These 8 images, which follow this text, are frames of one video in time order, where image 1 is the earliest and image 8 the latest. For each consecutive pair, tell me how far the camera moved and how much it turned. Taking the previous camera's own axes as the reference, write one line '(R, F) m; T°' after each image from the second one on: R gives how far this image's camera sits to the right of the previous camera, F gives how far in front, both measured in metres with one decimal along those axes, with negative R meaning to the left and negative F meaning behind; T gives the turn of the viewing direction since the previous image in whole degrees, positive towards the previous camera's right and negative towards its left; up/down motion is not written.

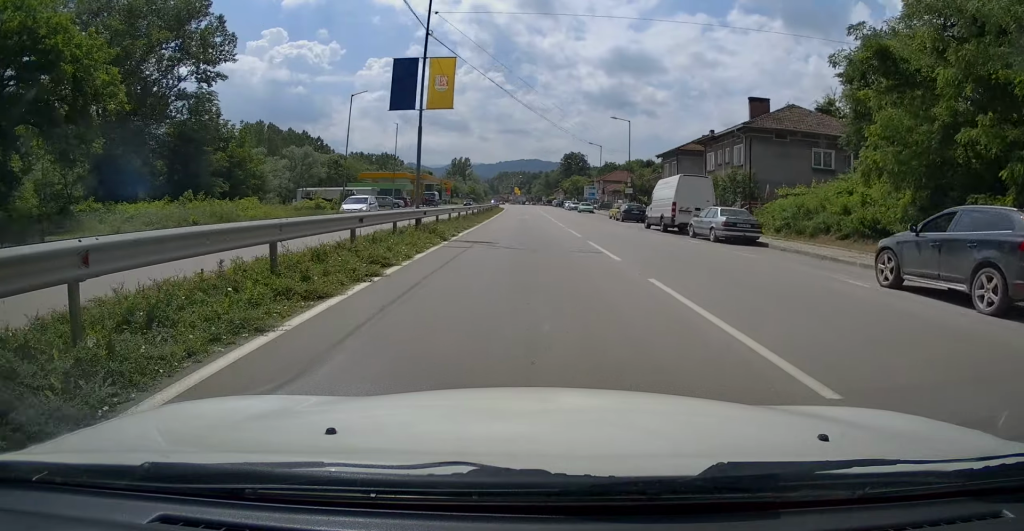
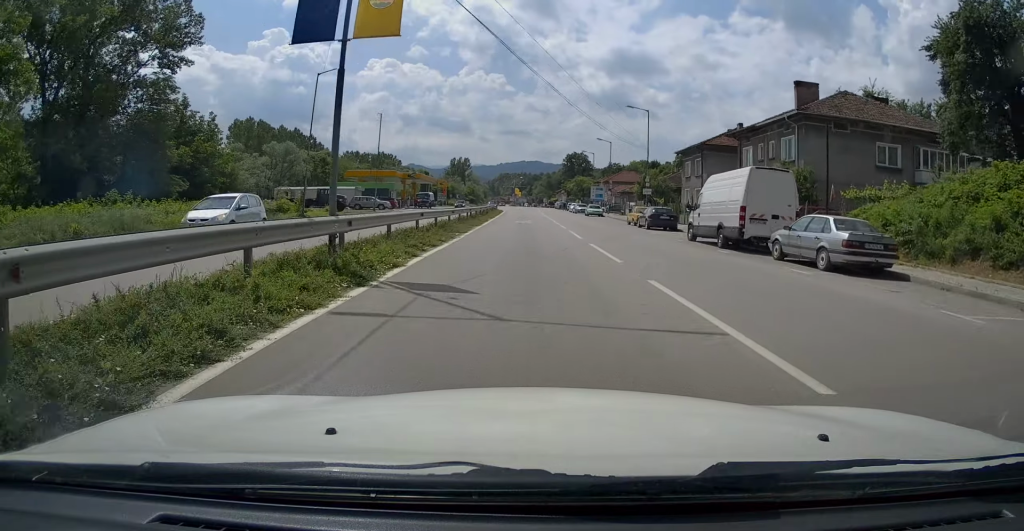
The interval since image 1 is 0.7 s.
(+0.1, +8.5) m; 0°
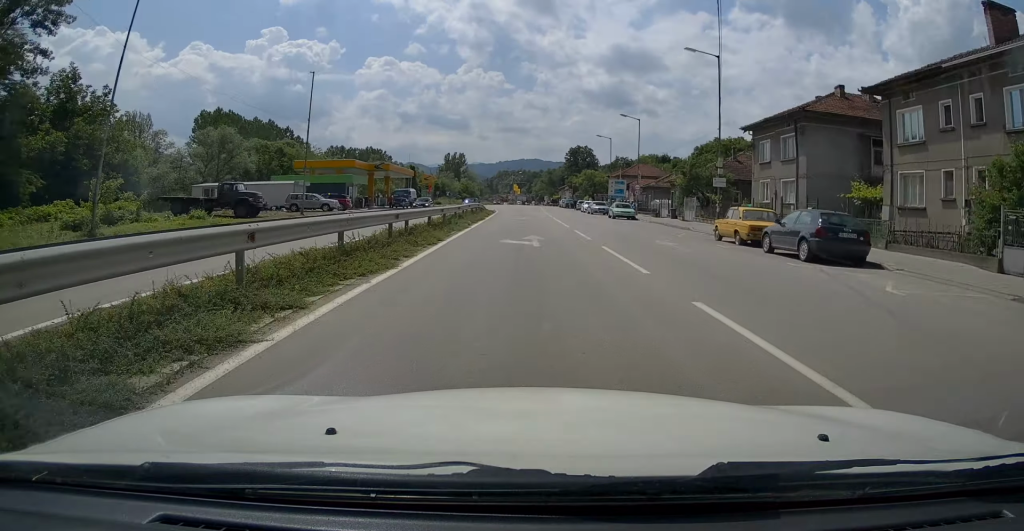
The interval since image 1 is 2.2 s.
(-0.1, +19.3) m; 0°
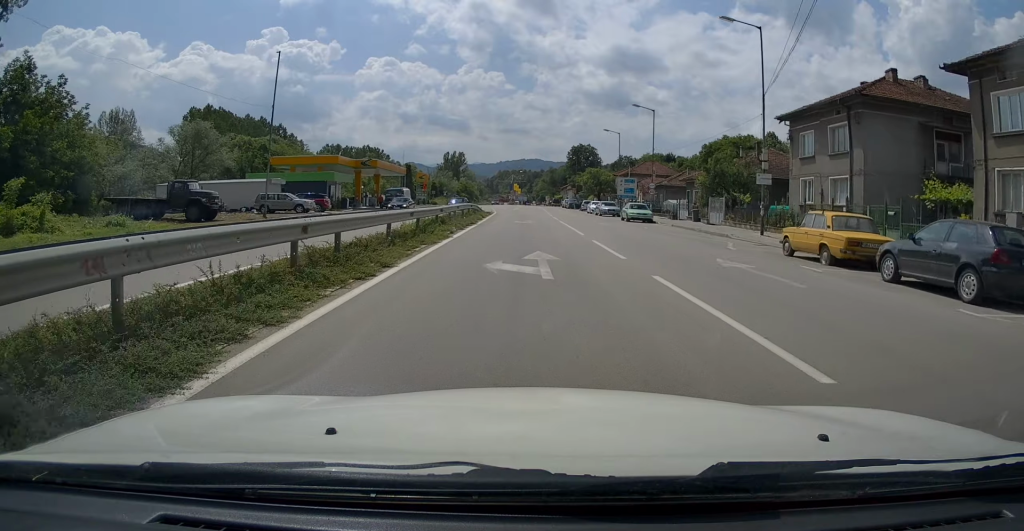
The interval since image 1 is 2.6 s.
(+0.1, +6.0) m; 0°
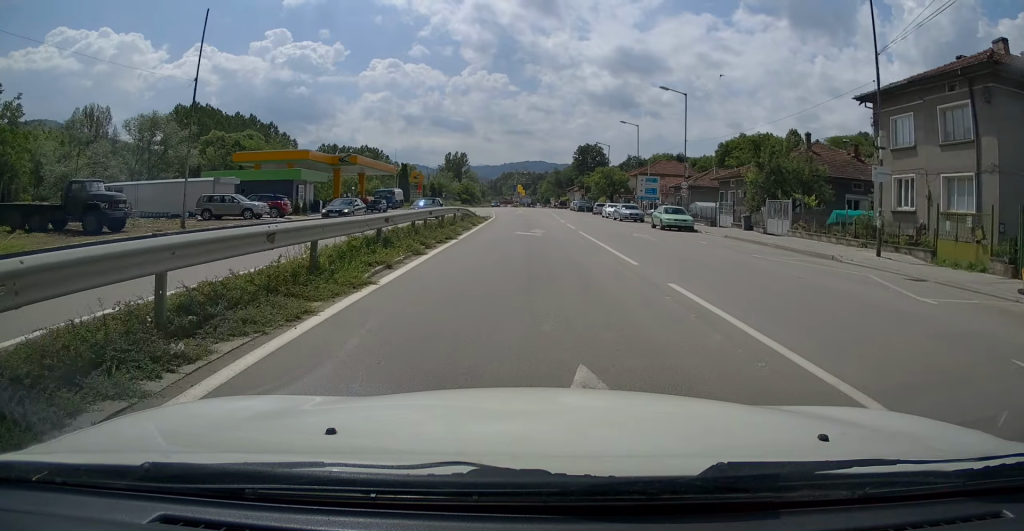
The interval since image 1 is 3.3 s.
(-0.1, +9.4) m; 0°
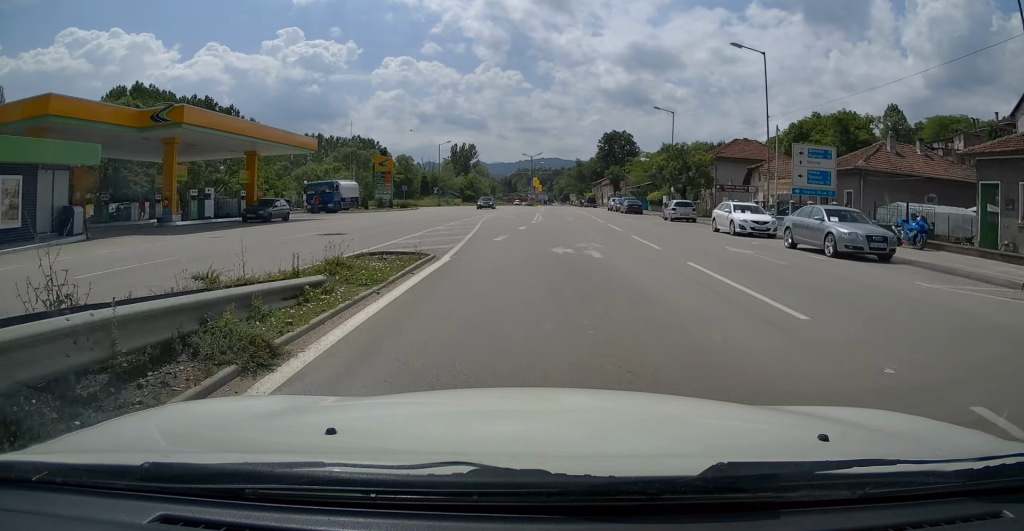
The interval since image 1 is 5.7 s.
(+0.5, +33.3) m; +1°
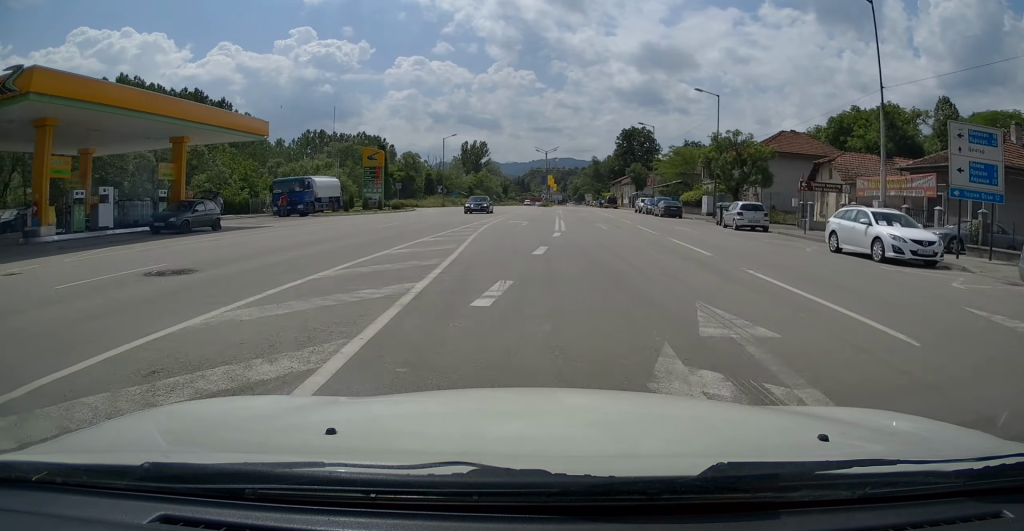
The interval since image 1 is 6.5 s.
(-0.1, +10.8) m; -1°
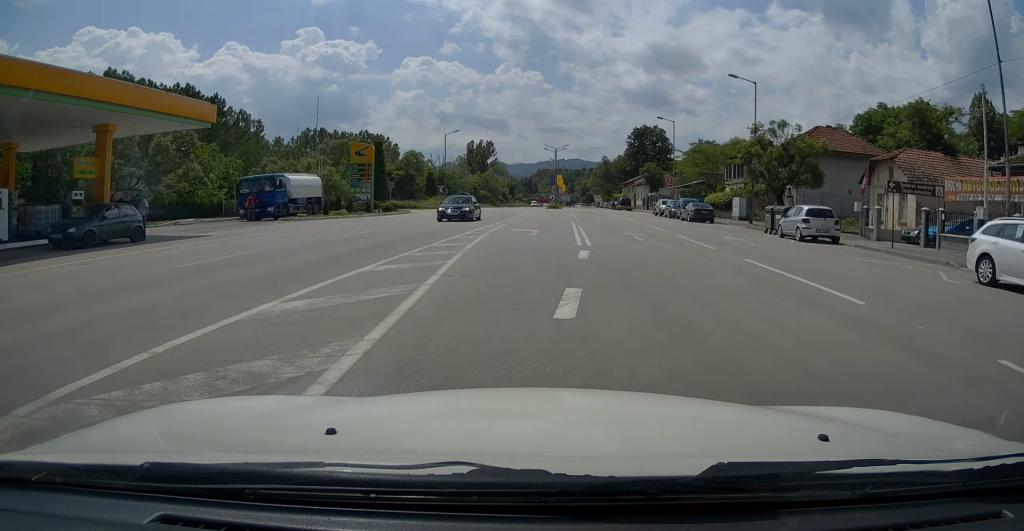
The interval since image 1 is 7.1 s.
(-0.1, +6.9) m; -1°
